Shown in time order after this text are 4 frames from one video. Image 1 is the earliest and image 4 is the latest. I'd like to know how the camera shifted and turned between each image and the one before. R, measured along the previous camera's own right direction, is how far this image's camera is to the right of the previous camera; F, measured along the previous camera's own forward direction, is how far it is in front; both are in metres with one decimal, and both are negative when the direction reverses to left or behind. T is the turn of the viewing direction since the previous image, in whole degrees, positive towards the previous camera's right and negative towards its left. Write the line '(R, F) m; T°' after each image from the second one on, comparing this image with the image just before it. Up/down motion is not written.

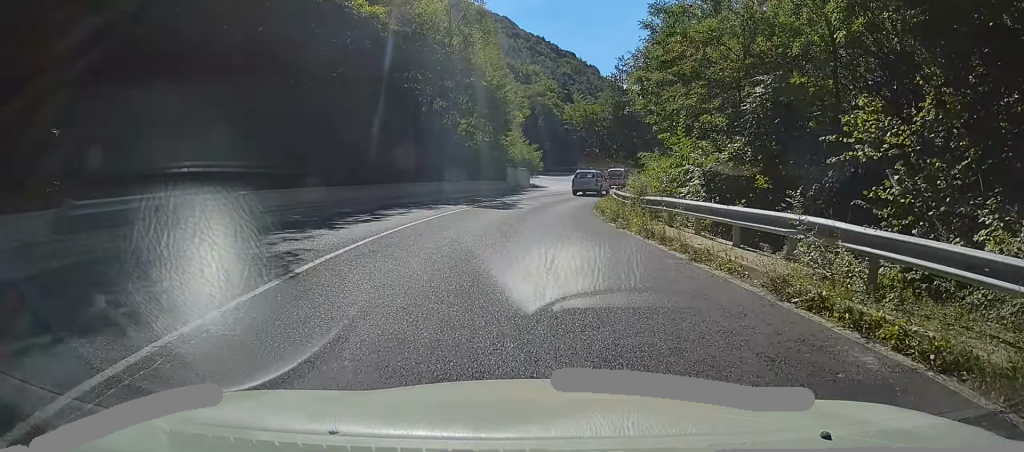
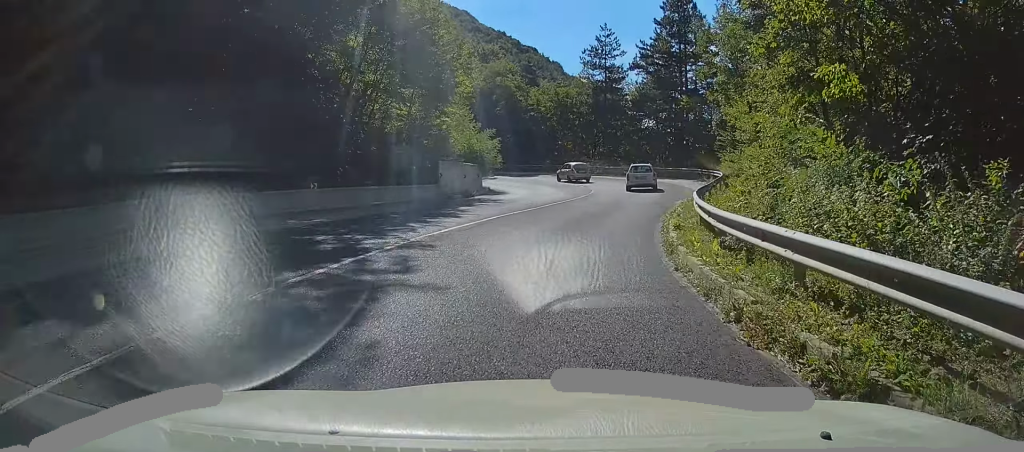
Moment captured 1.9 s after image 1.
(+0.7, +21.0) m; +7°
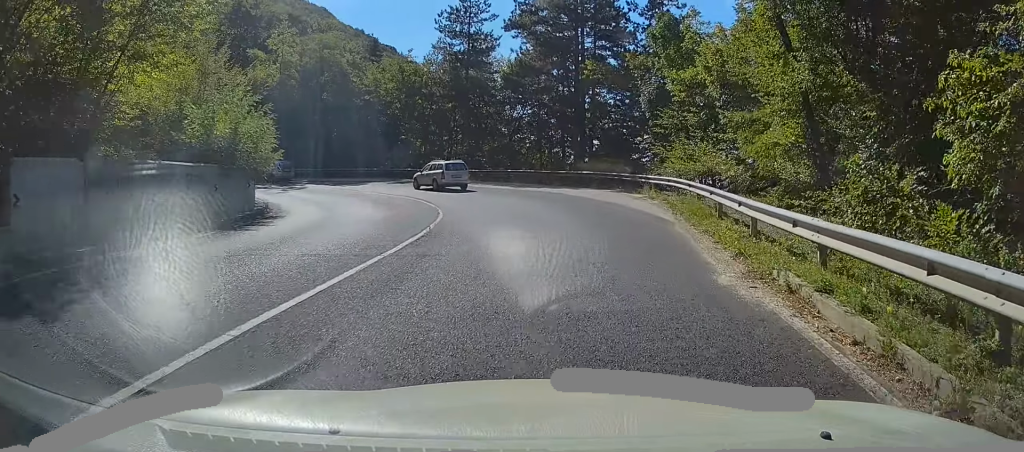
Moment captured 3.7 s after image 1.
(+1.1, +19.3) m; +5°
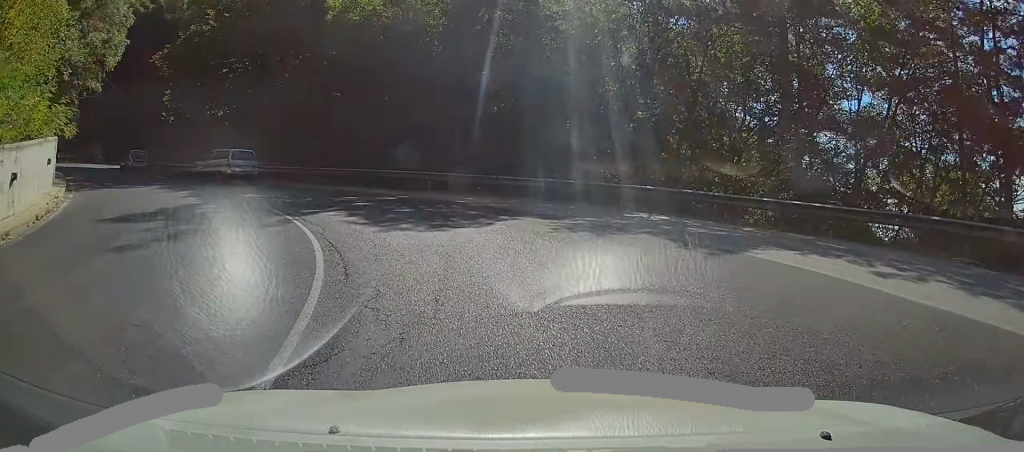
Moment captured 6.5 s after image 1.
(-2.8, +28.1) m; -26°
